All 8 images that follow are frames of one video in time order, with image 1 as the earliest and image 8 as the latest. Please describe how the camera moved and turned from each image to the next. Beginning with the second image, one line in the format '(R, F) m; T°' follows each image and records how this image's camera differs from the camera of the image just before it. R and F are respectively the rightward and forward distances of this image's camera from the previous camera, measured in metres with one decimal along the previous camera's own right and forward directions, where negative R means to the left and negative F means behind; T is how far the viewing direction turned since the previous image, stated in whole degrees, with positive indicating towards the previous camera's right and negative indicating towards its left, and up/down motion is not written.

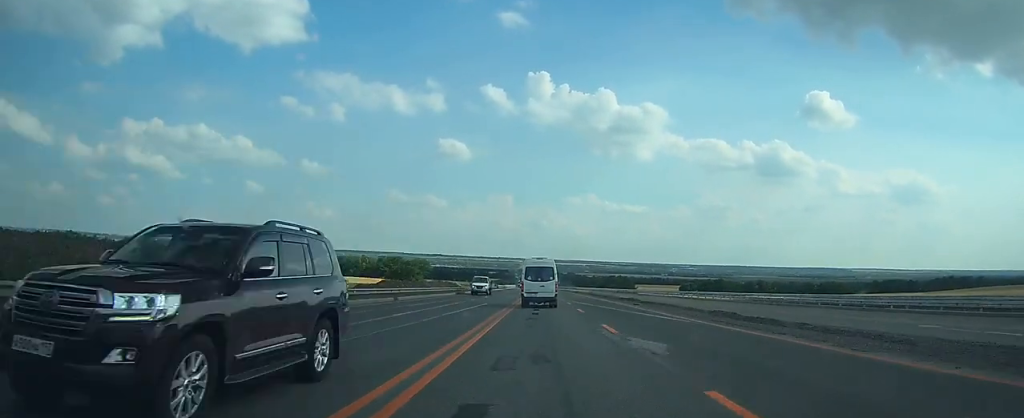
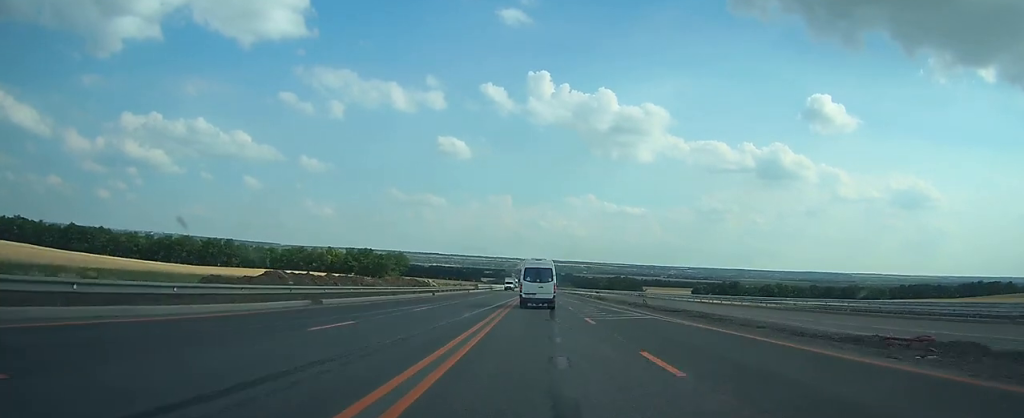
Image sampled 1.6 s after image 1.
(-0.2, +44.3) m; 0°
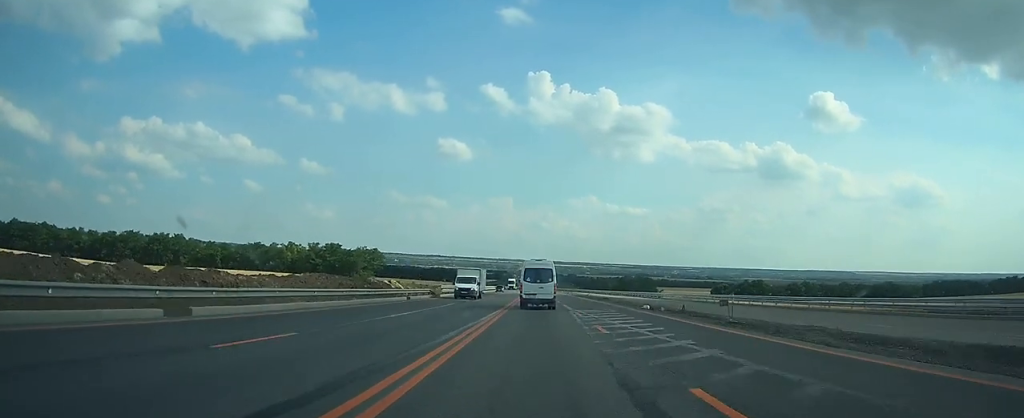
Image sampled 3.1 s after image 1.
(+0.1, +40.7) m; 0°
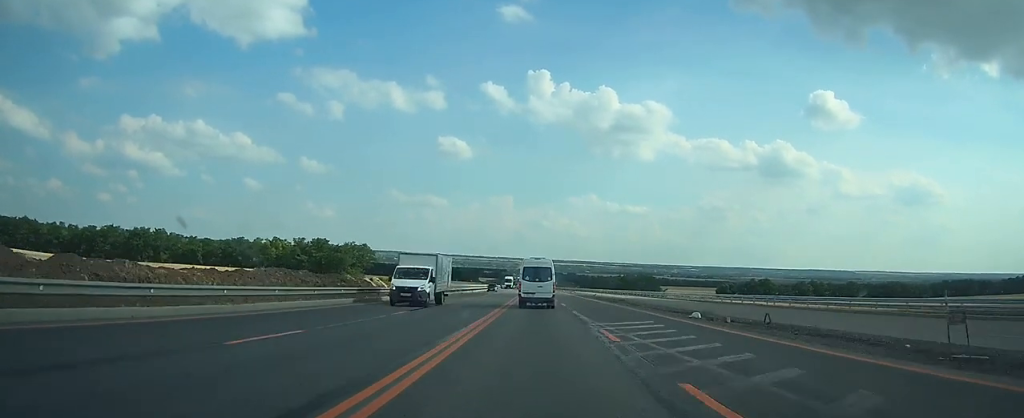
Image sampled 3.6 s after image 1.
(0.0, +11.8) m; 0°
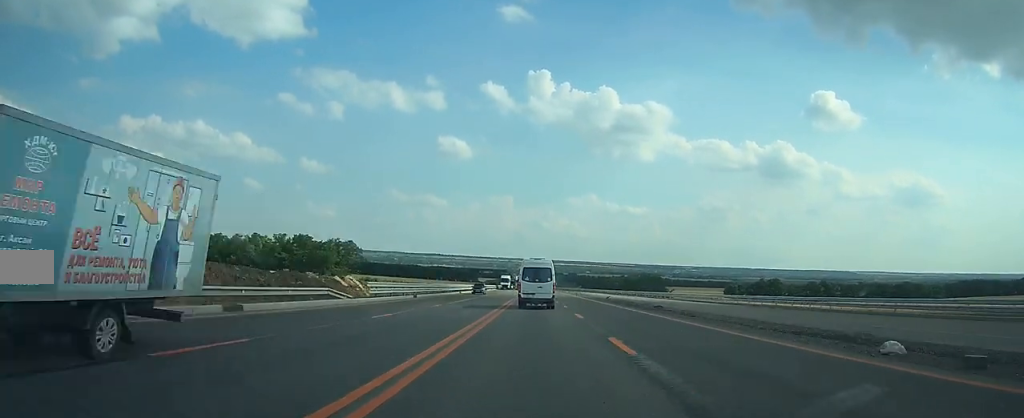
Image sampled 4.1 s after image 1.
(0.0, +14.6) m; 0°
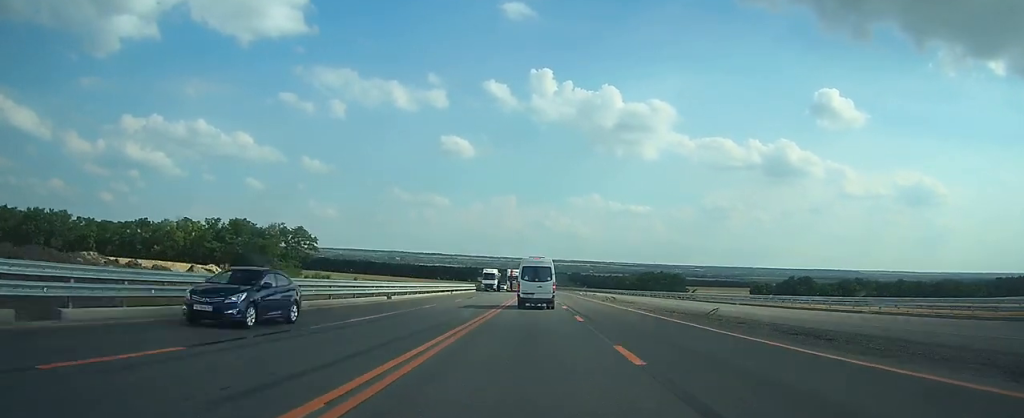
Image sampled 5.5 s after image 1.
(0.0, +38.3) m; 0°
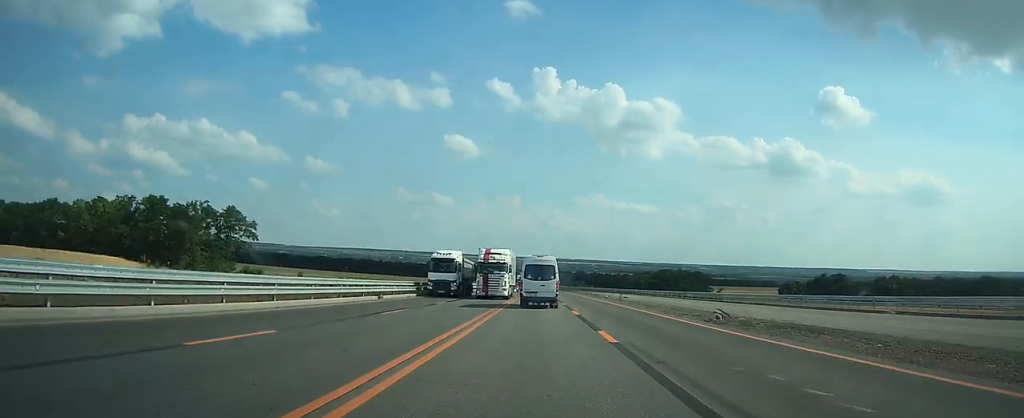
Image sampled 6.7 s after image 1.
(-0.1, +32.8) m; 0°
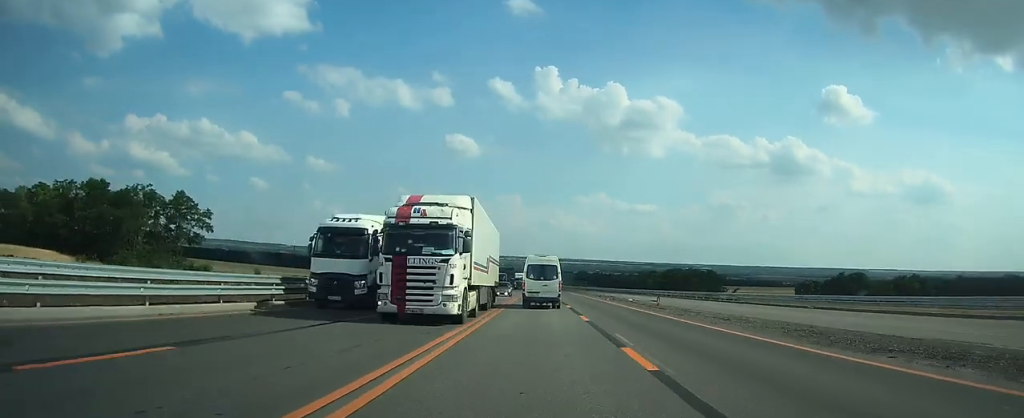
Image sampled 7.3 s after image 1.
(0.0, +16.4) m; 0°
